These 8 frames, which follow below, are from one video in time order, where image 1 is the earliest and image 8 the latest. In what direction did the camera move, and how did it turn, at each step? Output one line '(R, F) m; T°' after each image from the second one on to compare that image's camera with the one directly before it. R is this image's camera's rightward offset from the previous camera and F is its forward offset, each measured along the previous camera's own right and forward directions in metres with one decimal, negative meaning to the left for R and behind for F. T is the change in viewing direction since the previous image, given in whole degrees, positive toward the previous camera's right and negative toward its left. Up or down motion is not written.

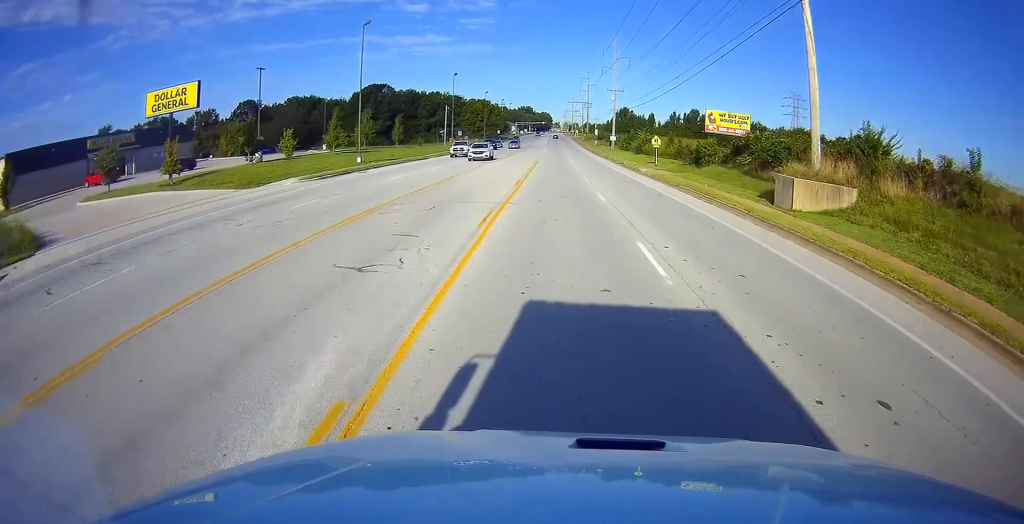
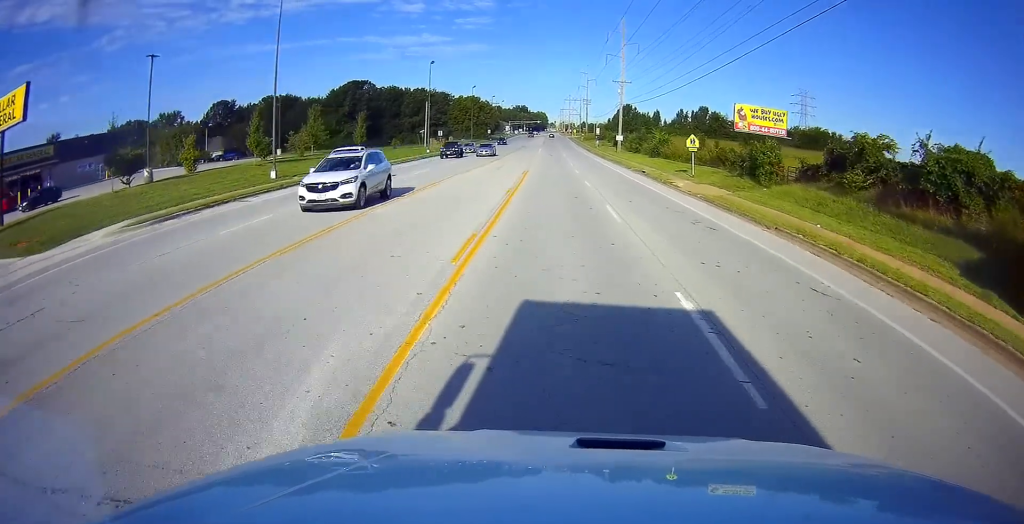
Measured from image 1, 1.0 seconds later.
(+0.2, +15.0) m; +1°
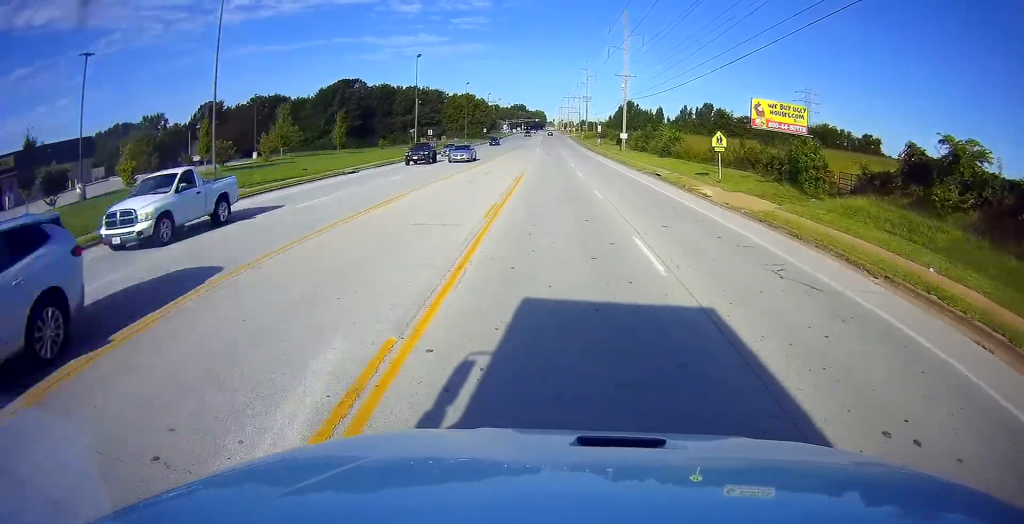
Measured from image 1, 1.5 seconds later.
(0.0, +6.6) m; 0°
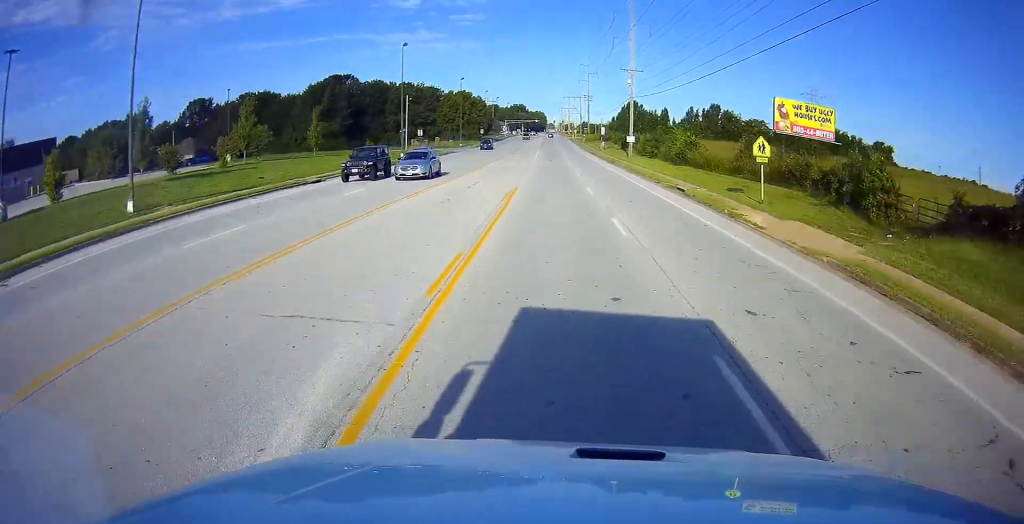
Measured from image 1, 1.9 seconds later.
(0.0, +6.9) m; 0°
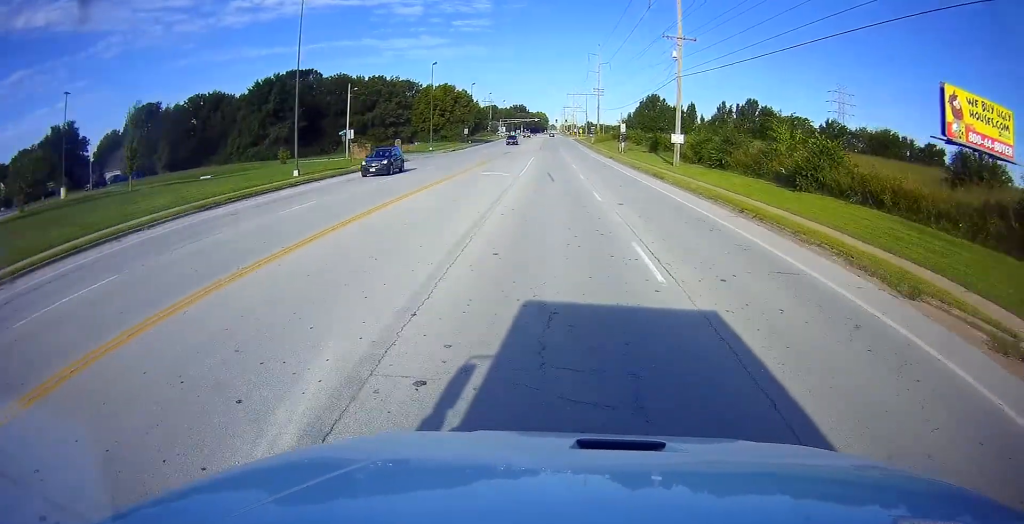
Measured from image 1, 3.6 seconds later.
(0.0, +28.1) m; 0°
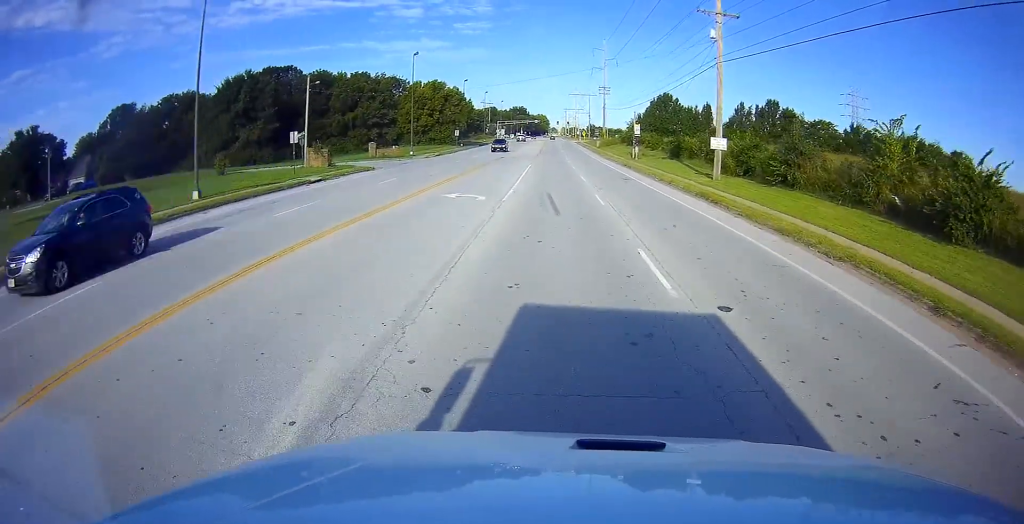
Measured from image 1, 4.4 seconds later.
(0.0, +12.1) m; 0°
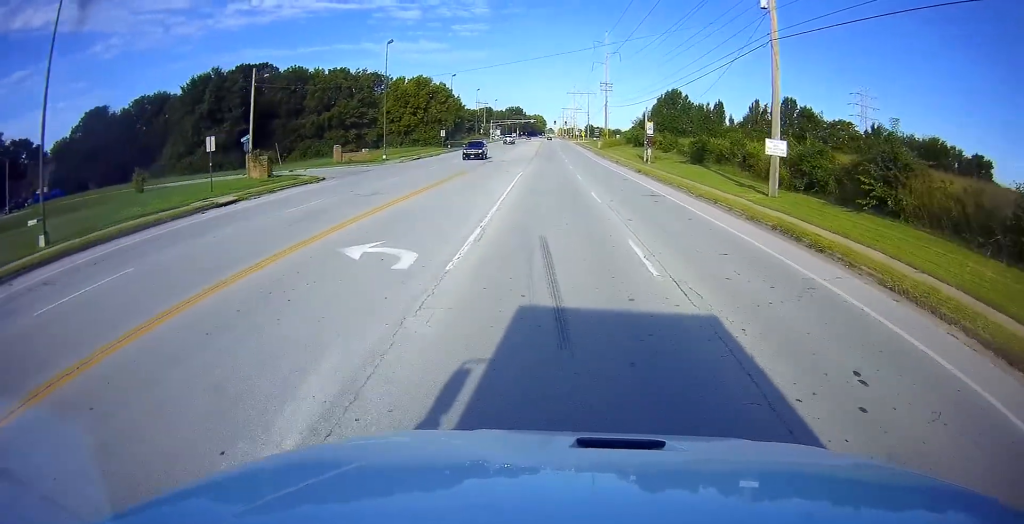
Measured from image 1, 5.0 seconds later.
(0.0, +10.5) m; 0°
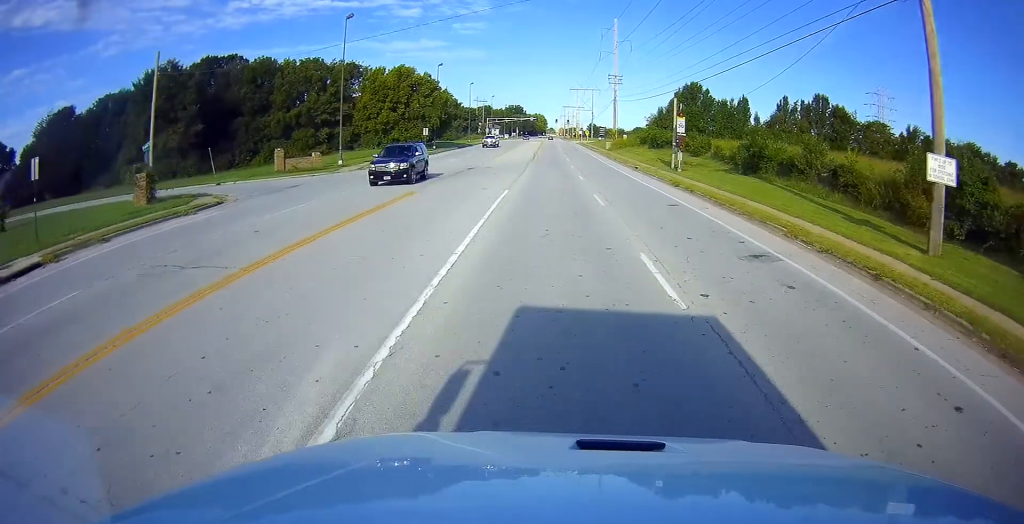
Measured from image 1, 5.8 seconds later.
(-0.1, +13.2) m; 0°
